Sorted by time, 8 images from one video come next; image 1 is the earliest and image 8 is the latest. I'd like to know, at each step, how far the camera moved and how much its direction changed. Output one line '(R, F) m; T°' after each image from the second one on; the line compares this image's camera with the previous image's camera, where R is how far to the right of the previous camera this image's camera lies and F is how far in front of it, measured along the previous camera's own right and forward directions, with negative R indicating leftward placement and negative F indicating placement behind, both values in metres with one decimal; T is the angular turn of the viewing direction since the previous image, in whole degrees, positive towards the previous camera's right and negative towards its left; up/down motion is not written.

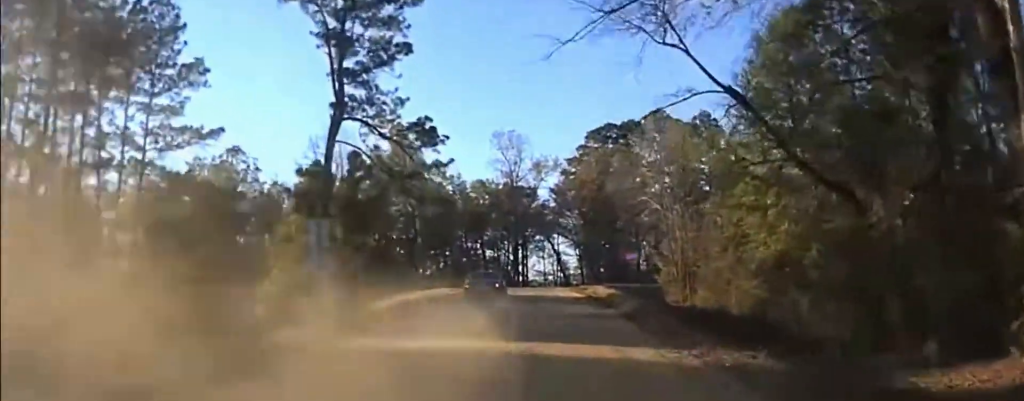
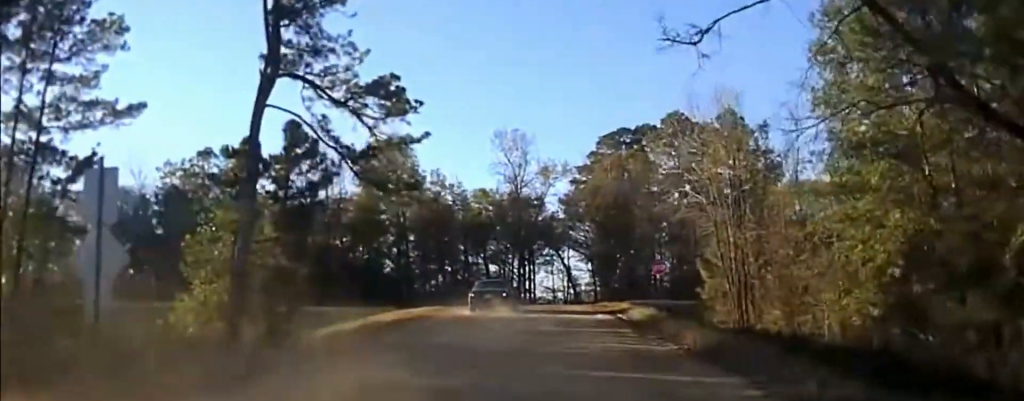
(-0.3, +12.7) m; -2°
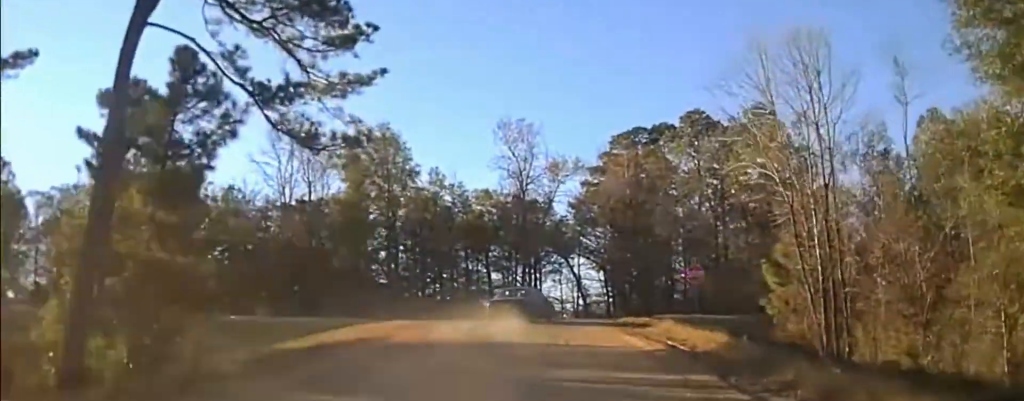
(0.0, +11.9) m; 0°
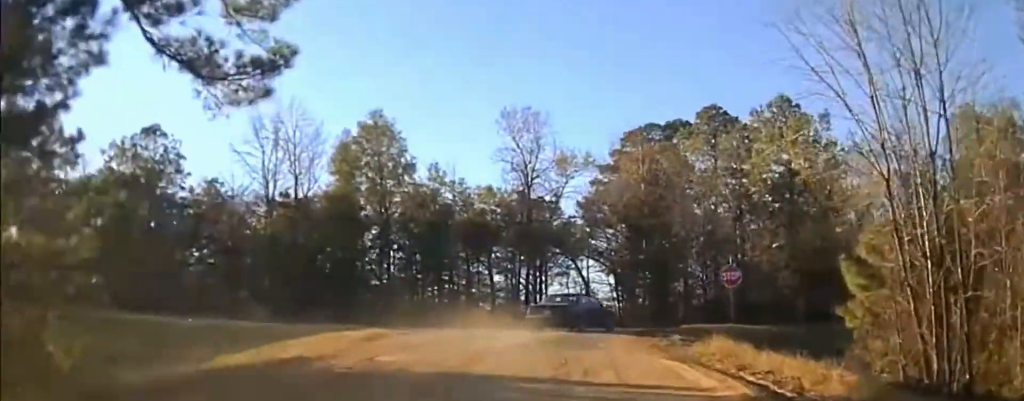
(-0.1, +8.0) m; 0°
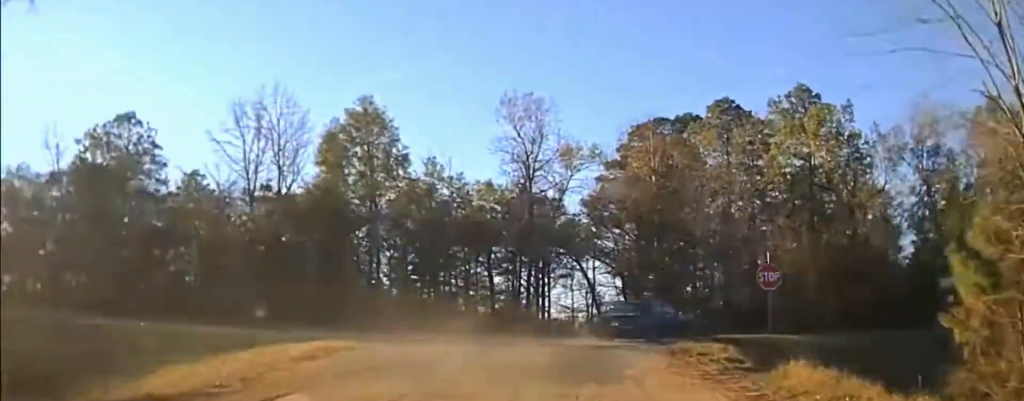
(-0.1, +7.4) m; 0°
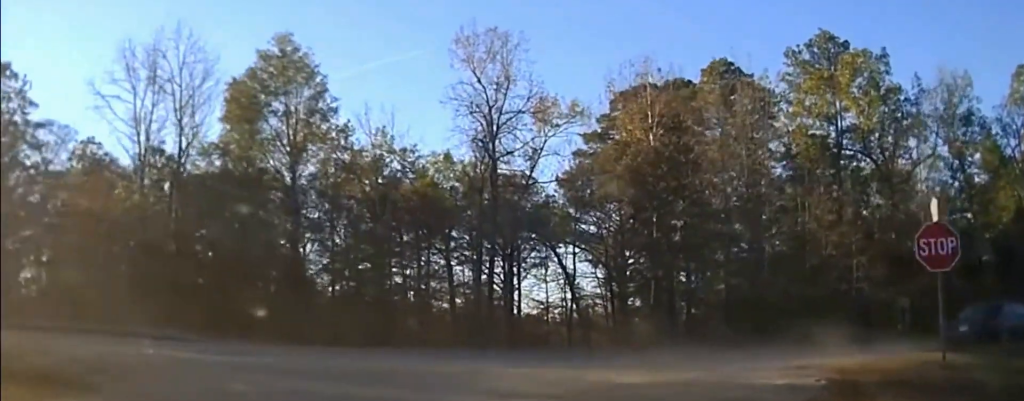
(+0.2, +17.4) m; +3°
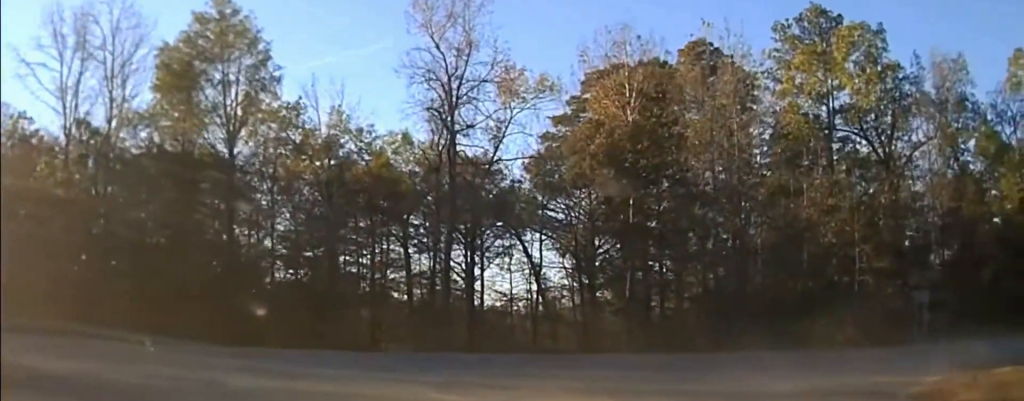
(0.0, +5.7) m; +4°
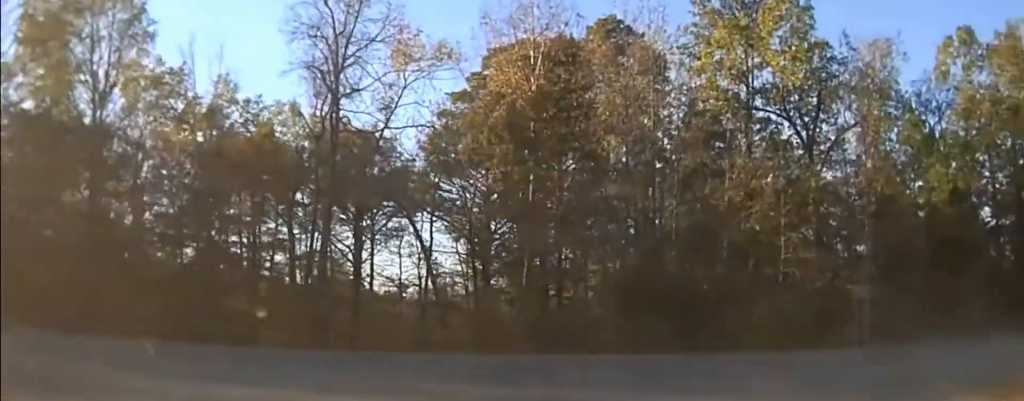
(+0.2, +5.1) m; +7°
